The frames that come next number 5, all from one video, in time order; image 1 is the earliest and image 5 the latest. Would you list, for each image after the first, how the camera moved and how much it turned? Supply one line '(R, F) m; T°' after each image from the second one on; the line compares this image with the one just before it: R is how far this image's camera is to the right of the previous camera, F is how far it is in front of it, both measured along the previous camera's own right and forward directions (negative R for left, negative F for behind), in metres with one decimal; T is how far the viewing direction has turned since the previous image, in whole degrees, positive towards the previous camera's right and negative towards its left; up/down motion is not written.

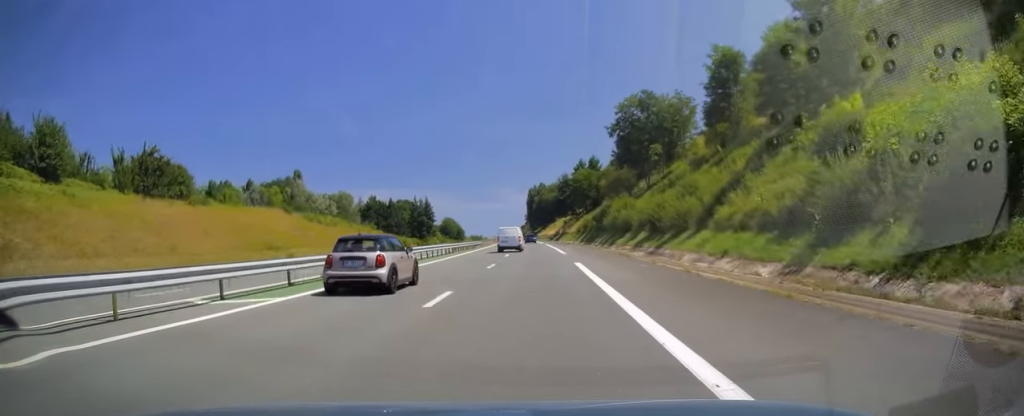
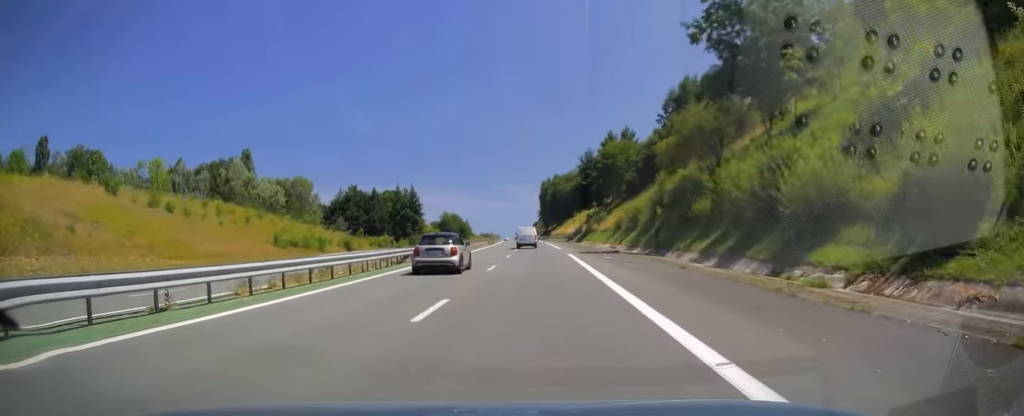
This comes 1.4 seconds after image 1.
(-0.9, +41.1) m; -2°
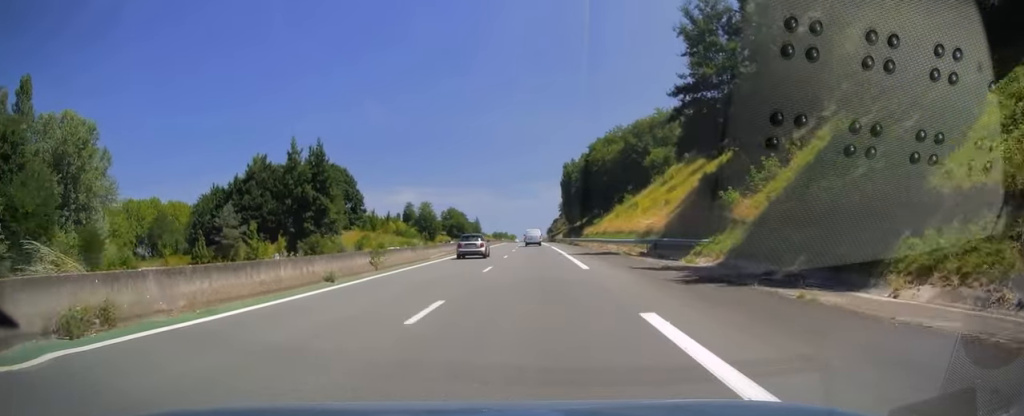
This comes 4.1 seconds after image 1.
(-0.9, +78.3) m; -2°
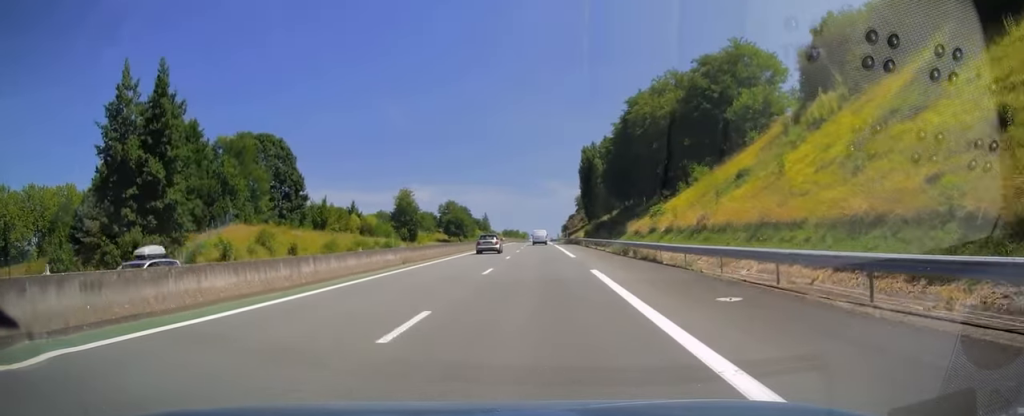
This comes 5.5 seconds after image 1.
(-0.2, +40.6) m; -1°
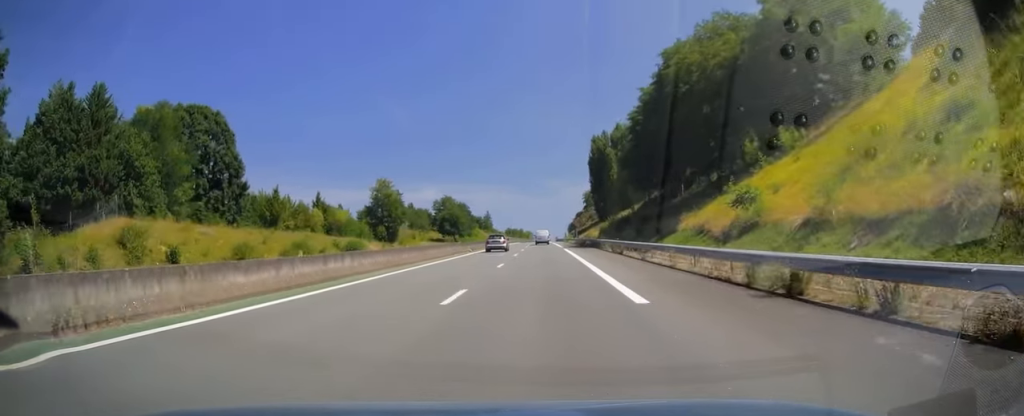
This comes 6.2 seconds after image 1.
(-0.1, +22.0) m; -1°
